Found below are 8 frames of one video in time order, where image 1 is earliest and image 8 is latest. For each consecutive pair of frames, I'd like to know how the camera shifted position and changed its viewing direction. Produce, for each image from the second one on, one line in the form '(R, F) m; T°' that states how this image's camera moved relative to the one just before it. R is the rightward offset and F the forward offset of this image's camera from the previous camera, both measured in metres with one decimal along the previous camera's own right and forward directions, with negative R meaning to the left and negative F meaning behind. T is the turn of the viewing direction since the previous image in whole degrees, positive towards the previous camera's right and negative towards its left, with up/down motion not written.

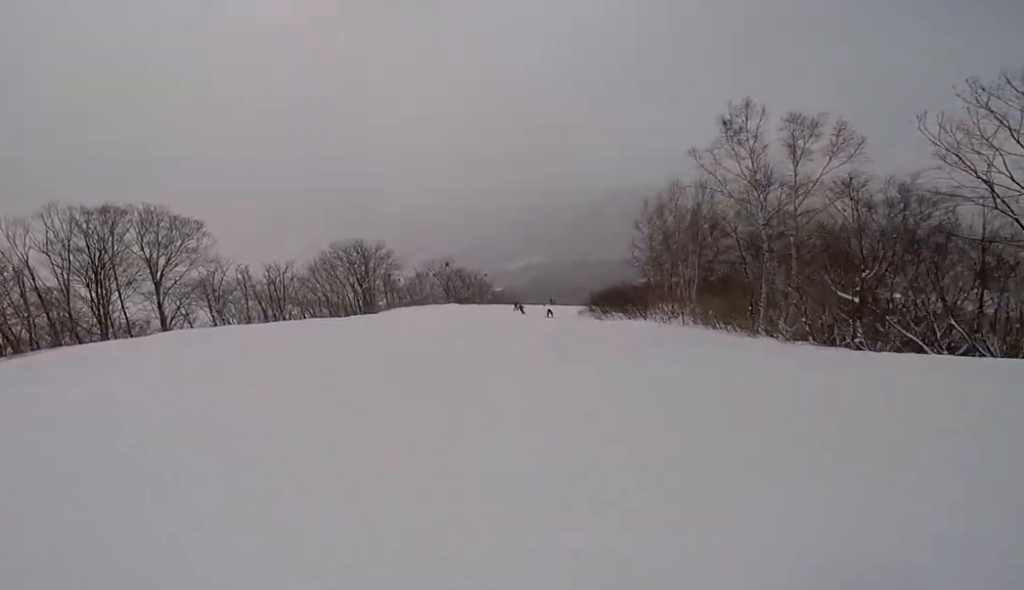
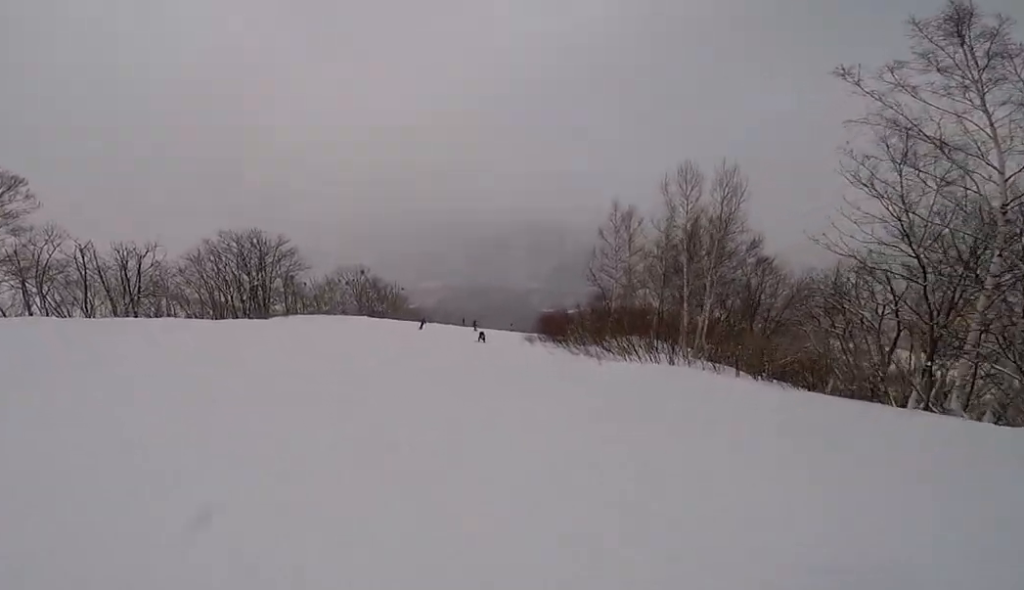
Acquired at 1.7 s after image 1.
(+4.1, +11.4) m; +19°
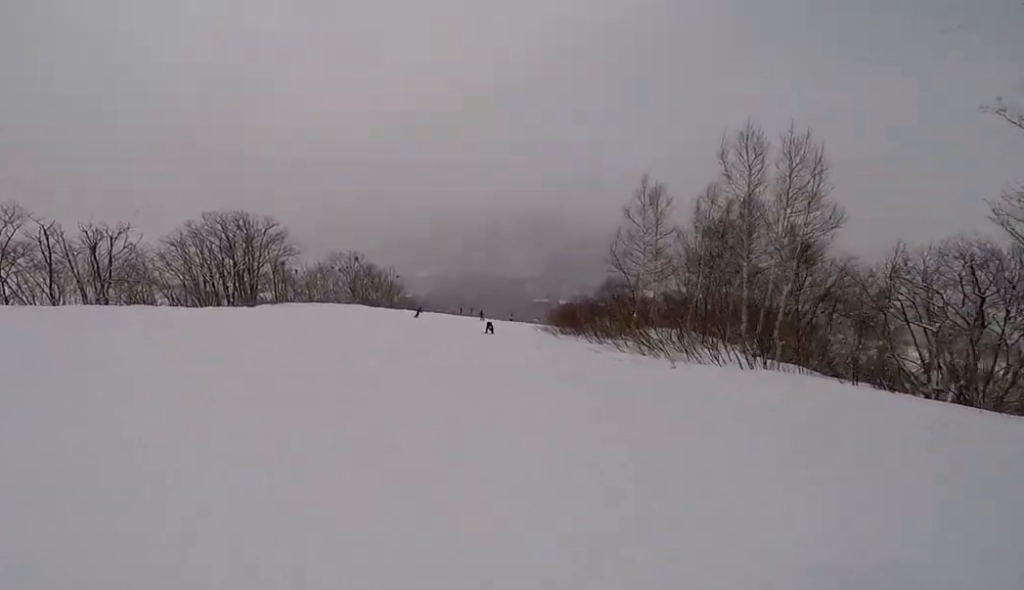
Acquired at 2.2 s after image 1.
(-0.3, +3.8) m; -8°
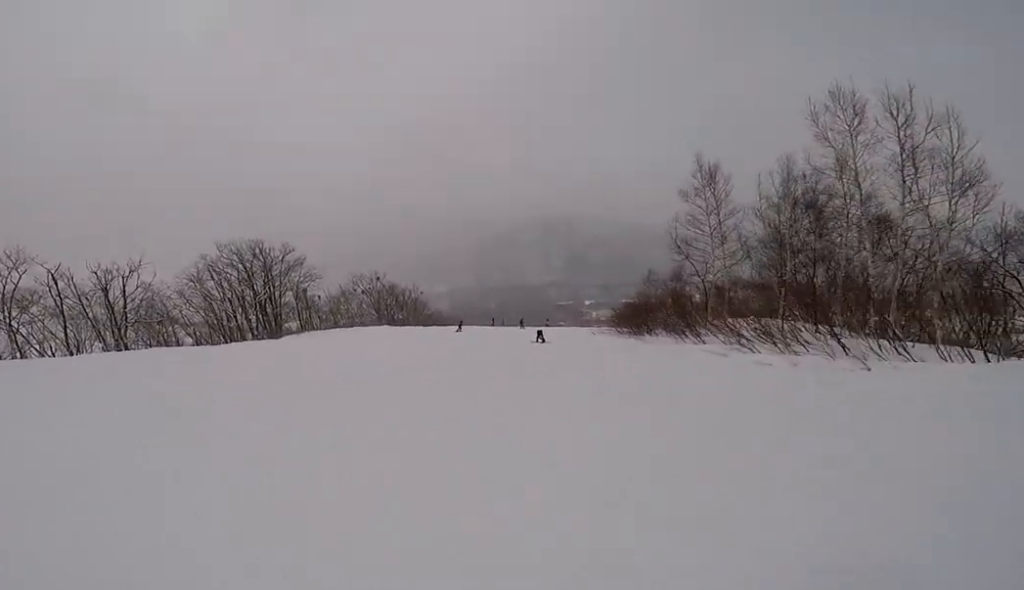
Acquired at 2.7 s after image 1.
(-0.2, +3.4) m; -11°
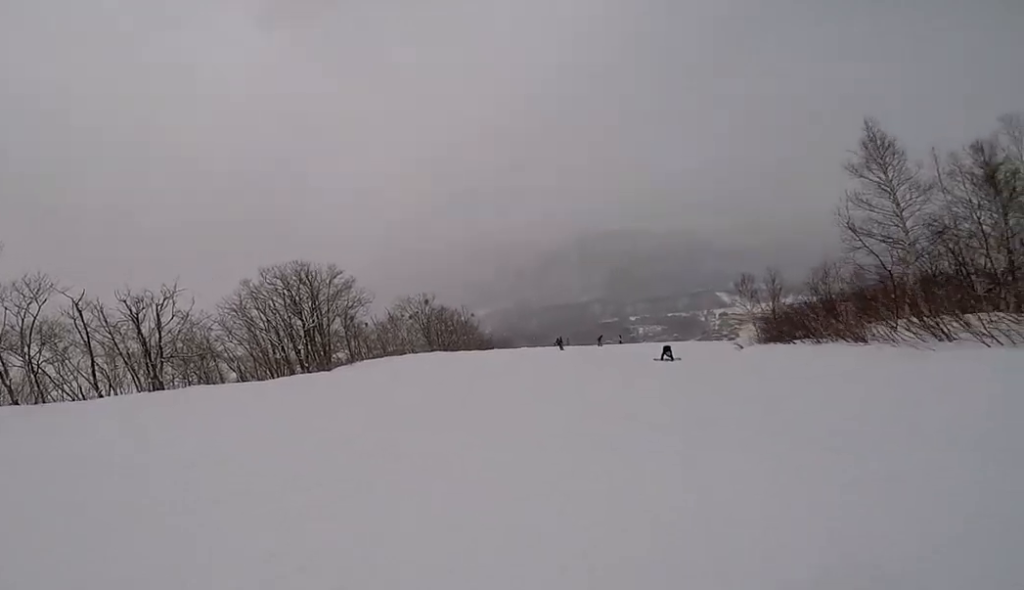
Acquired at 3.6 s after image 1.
(-1.2, +6.1) m; -6°
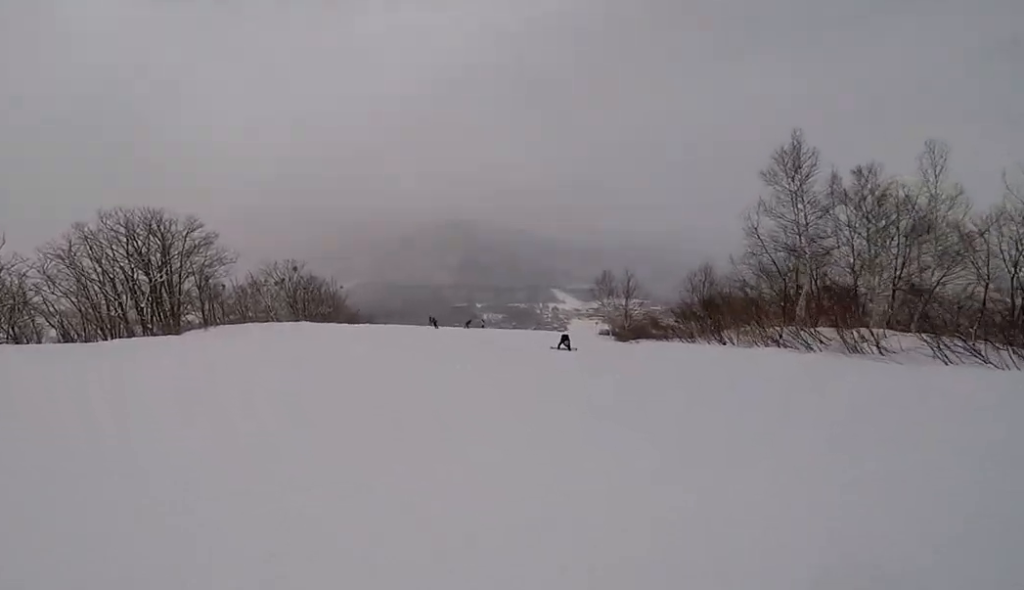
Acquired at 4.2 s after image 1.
(+0.1, +3.6) m; +9°
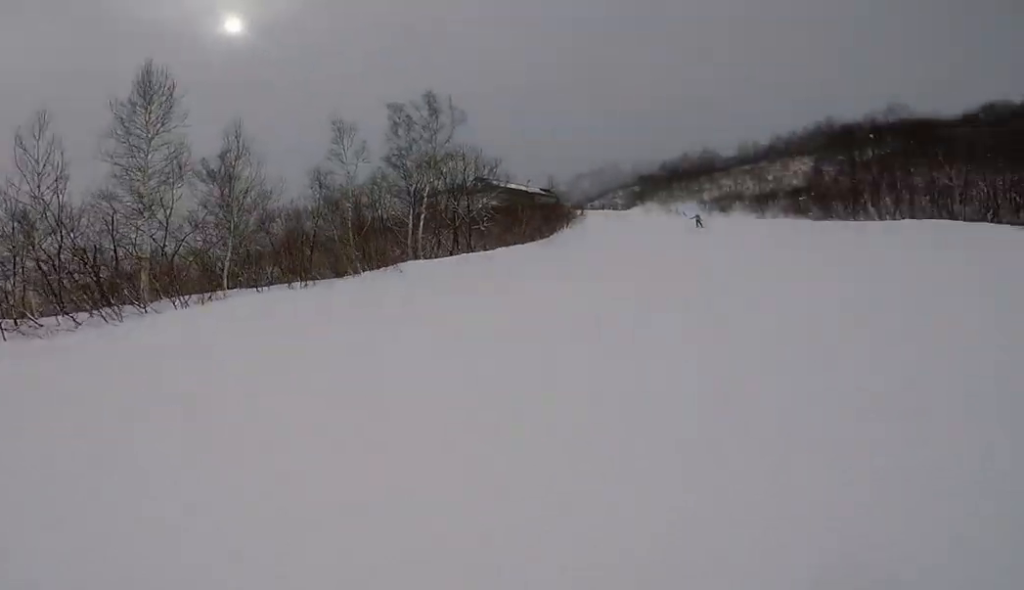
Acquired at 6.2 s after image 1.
(+4.1, +8.0) m; +58°
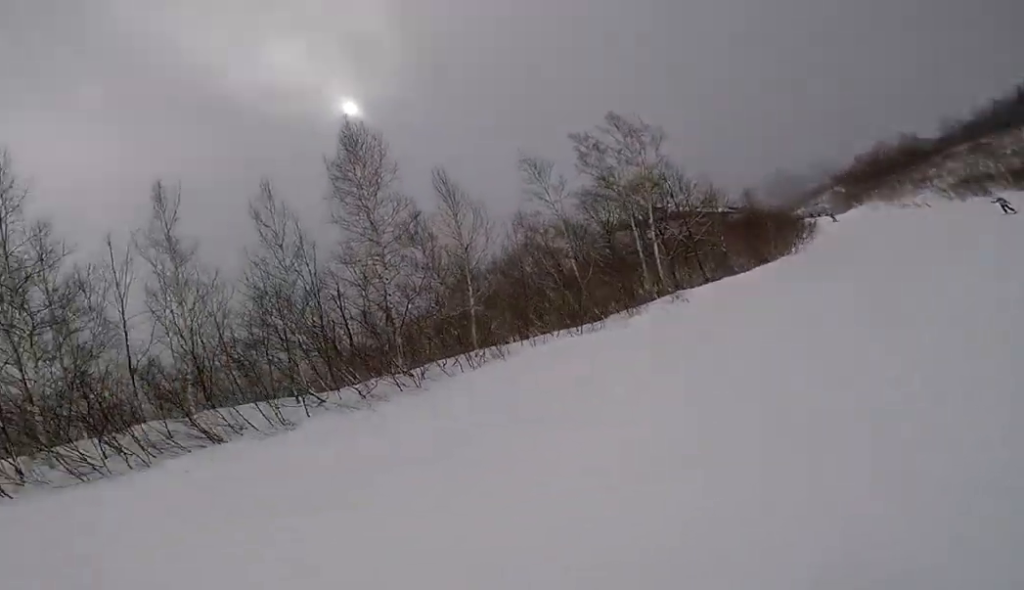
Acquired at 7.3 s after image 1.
(+0.8, +3.9) m; +5°
